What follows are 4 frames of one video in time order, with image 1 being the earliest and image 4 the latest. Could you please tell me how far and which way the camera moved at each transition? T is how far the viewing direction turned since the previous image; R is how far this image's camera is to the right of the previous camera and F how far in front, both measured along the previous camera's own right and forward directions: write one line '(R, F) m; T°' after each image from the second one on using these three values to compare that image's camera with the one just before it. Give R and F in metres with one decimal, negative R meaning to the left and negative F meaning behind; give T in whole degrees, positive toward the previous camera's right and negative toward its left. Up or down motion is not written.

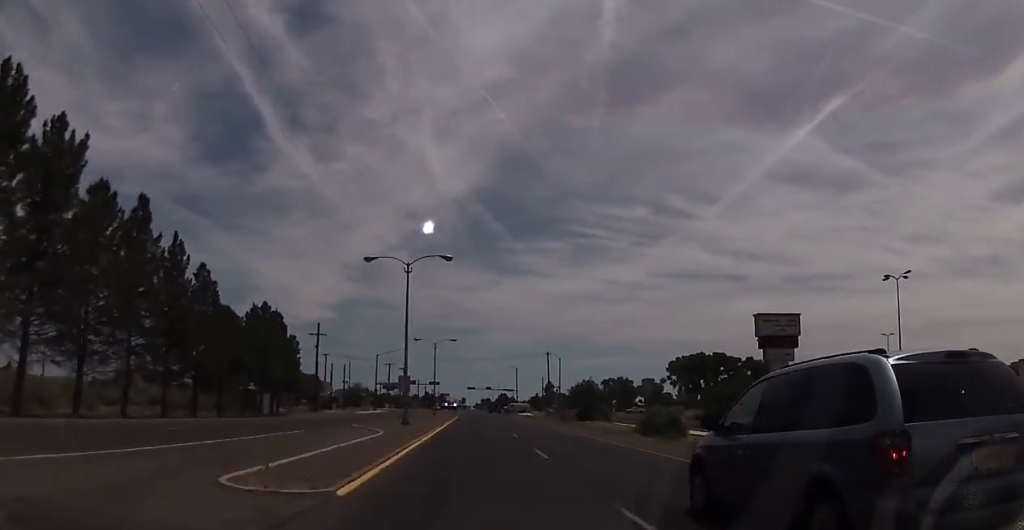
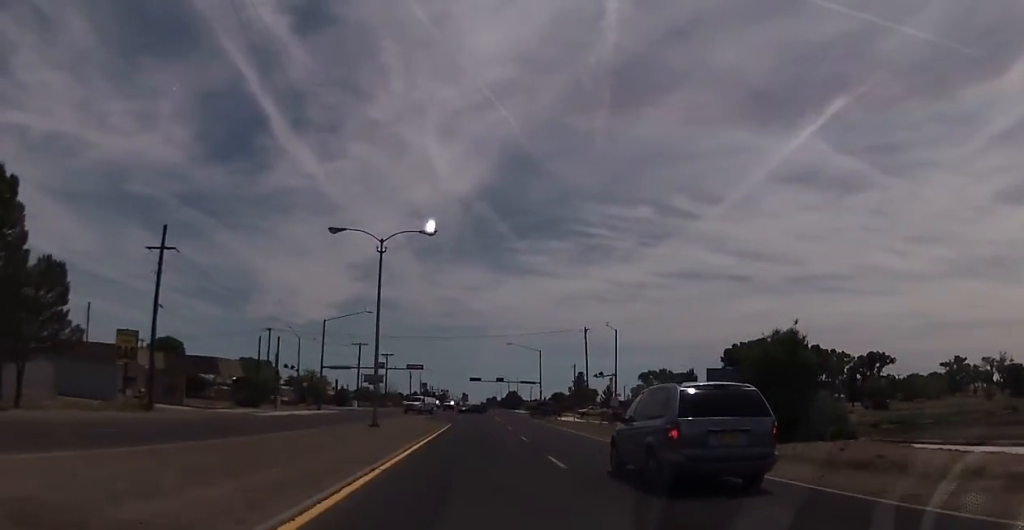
(-1.1, +52.4) m; -1°
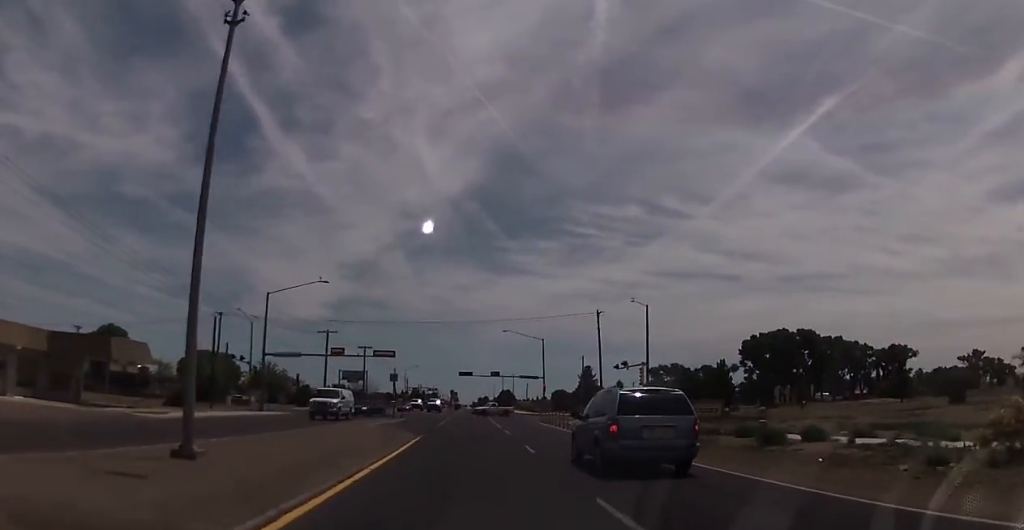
(0.0, +20.7) m; 0°
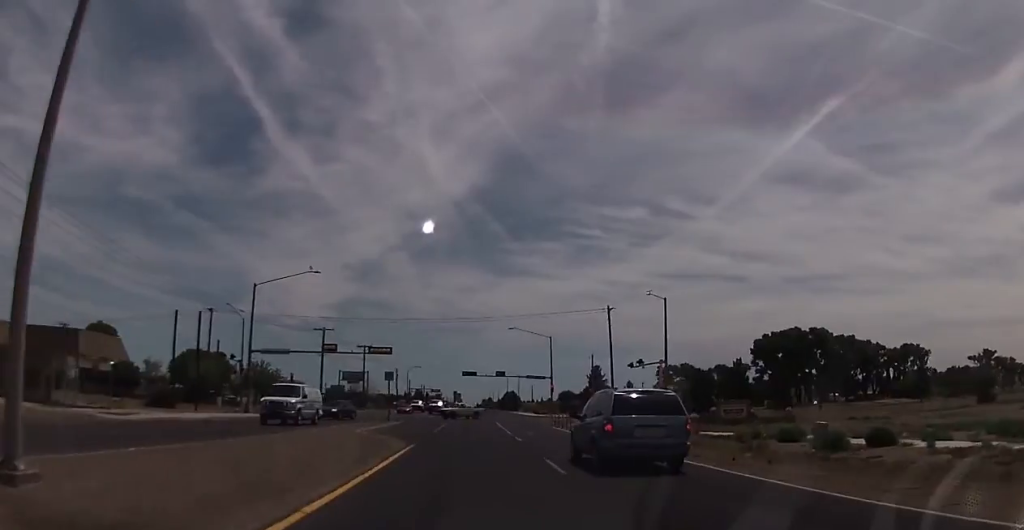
(0.0, +5.3) m; 0°
